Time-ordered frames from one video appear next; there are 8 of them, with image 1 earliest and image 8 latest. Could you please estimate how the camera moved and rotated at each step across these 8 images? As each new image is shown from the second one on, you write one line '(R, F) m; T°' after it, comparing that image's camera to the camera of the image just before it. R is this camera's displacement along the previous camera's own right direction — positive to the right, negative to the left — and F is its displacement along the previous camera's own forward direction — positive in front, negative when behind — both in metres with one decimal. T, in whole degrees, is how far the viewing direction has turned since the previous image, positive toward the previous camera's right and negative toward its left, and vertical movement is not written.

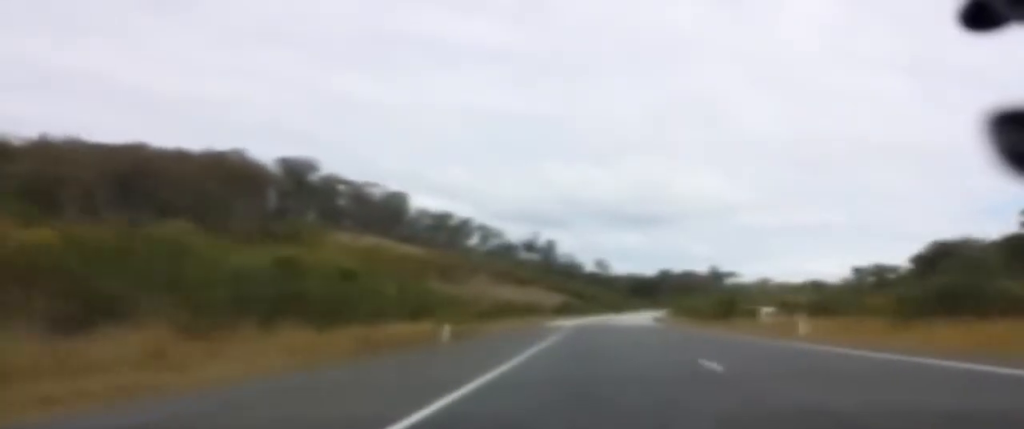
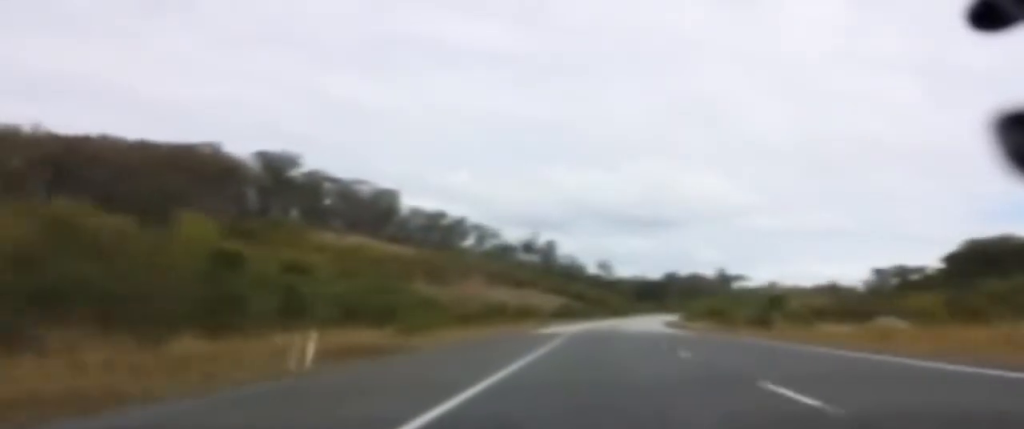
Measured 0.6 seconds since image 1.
(0.0, +18.0) m; 0°
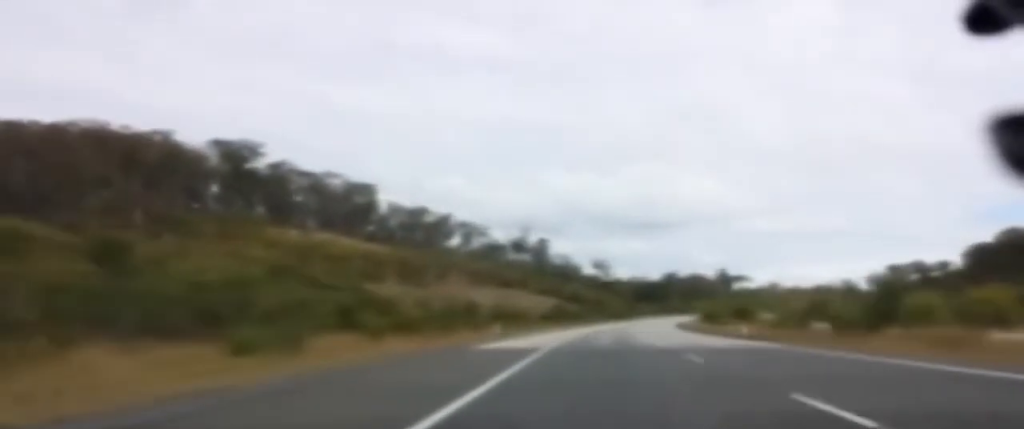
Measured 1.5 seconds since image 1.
(0.0, +26.0) m; 0°
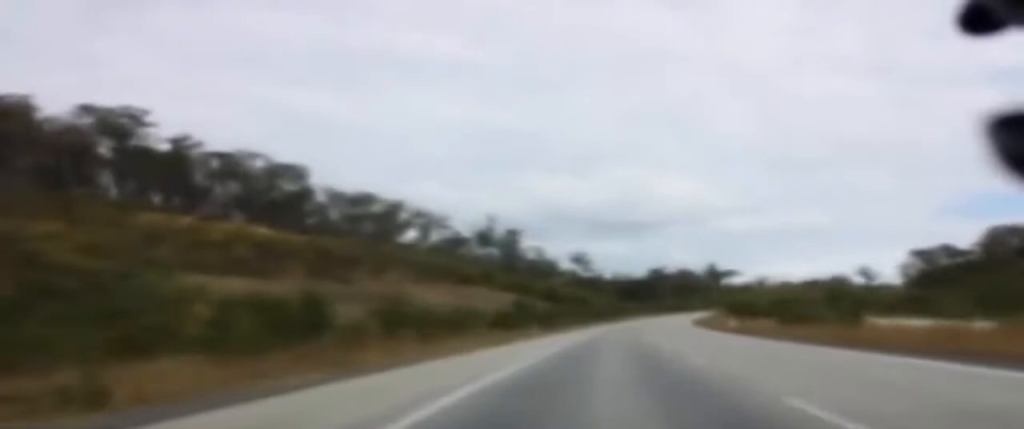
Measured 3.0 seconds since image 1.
(+0.2, +46.9) m; +1°
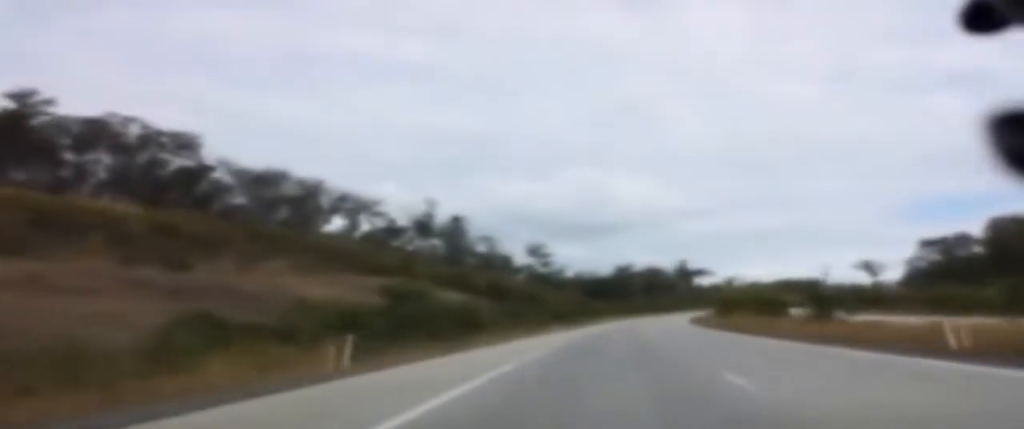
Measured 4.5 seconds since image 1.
(+0.5, +43.2) m; +1°
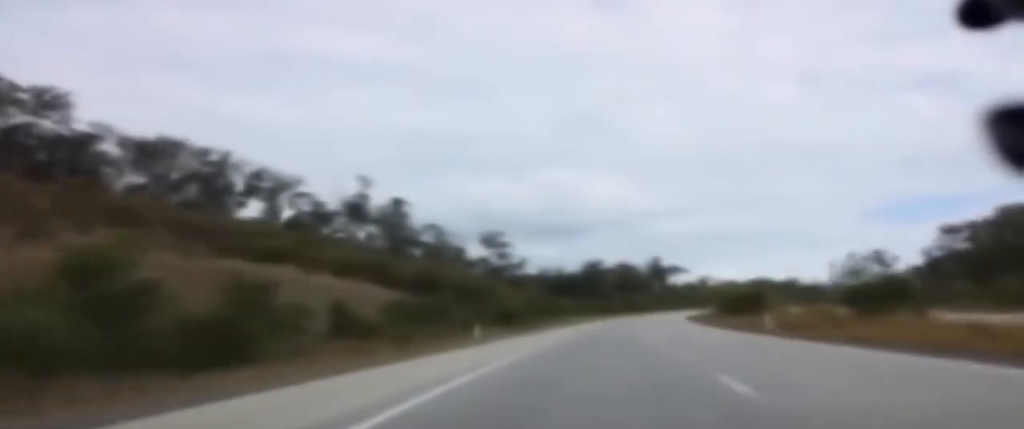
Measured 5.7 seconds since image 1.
(+0.4, +37.3) m; +1°
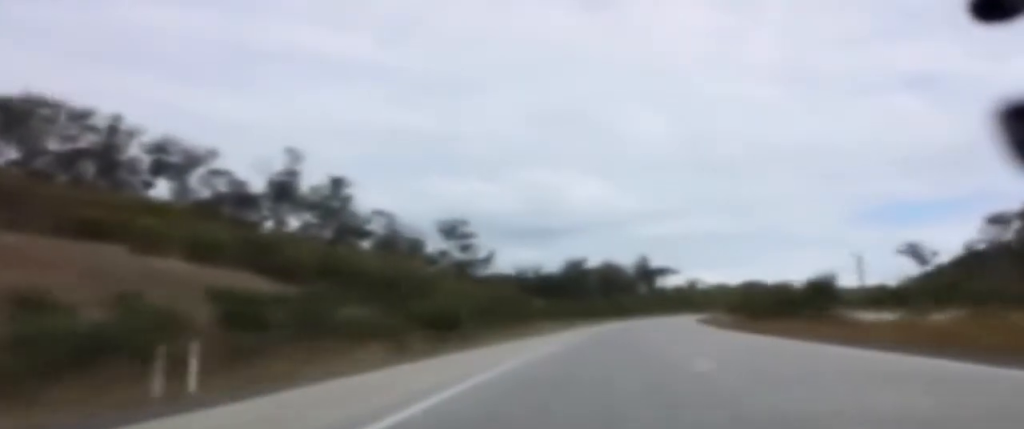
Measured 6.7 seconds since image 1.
(+0.2, +30.3) m; +1°
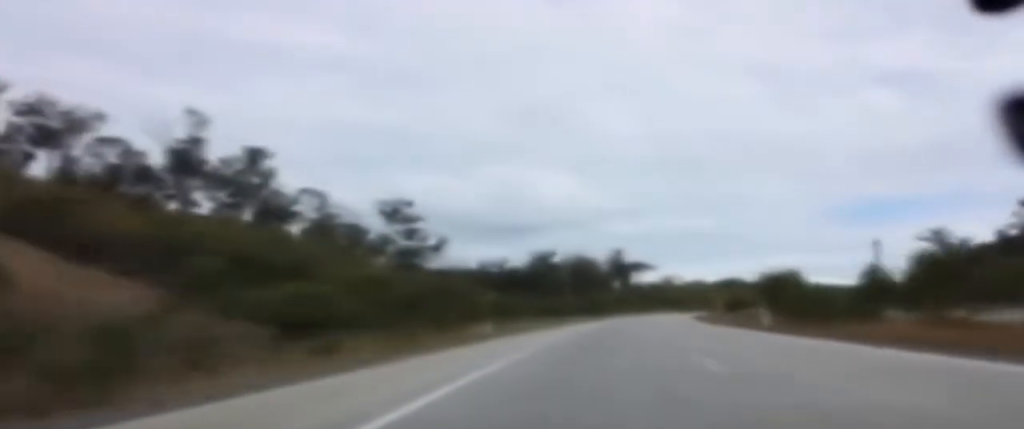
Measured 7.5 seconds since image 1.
(+0.2, +25.2) m; +1°
